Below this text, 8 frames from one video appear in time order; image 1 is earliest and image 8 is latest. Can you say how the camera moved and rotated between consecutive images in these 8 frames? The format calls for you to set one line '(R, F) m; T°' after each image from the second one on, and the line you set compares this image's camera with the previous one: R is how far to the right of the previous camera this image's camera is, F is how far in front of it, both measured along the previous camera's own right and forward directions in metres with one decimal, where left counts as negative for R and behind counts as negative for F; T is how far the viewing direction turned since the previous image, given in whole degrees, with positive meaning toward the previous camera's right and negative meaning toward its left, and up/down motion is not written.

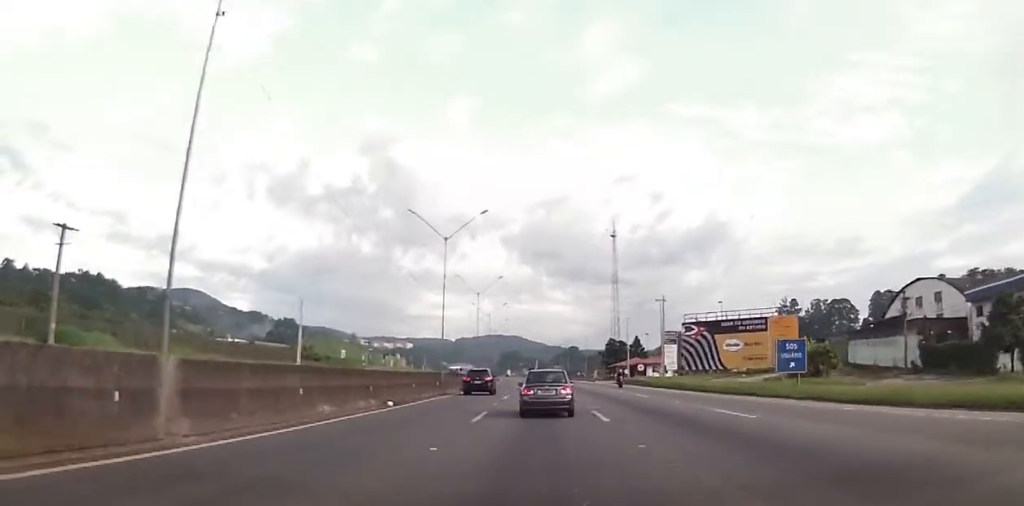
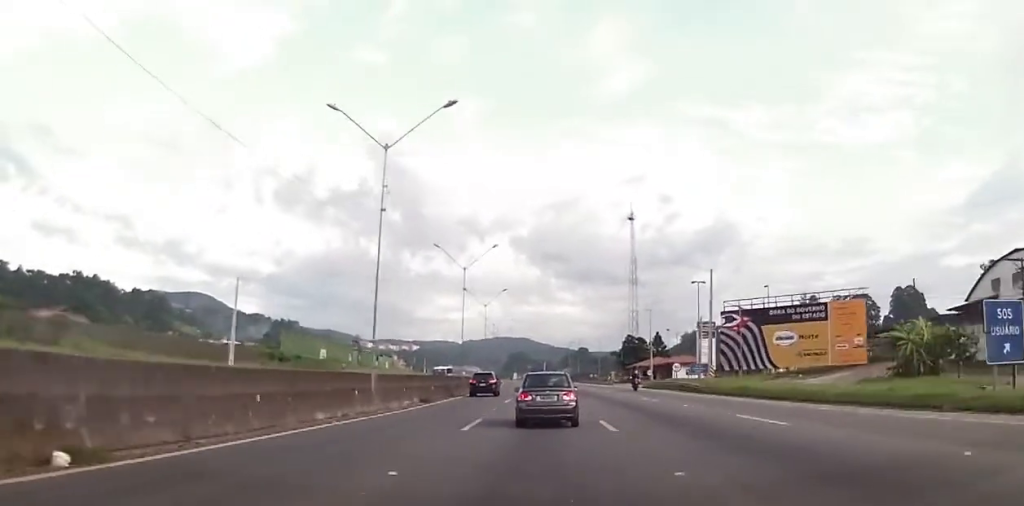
(0.0, +20.5) m; 0°
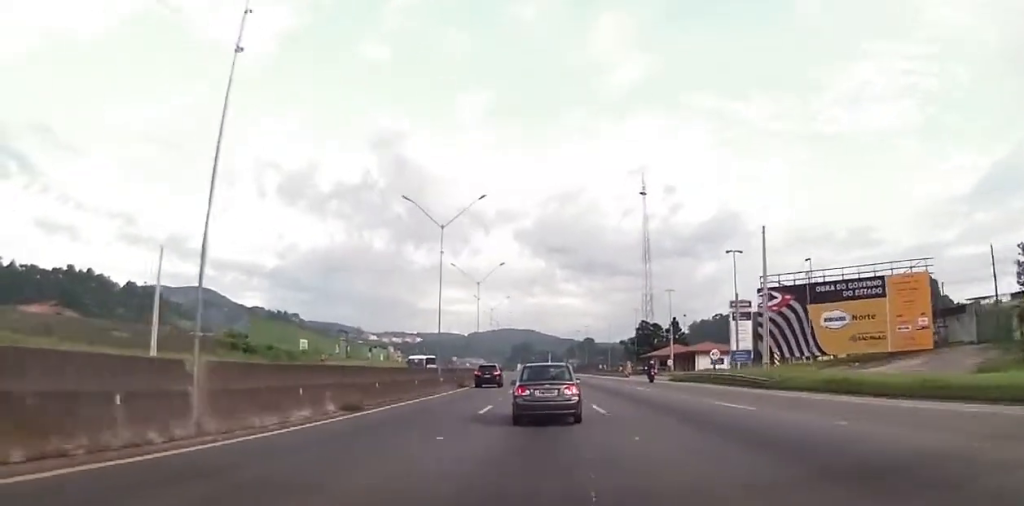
(+0.1, +14.3) m; 0°
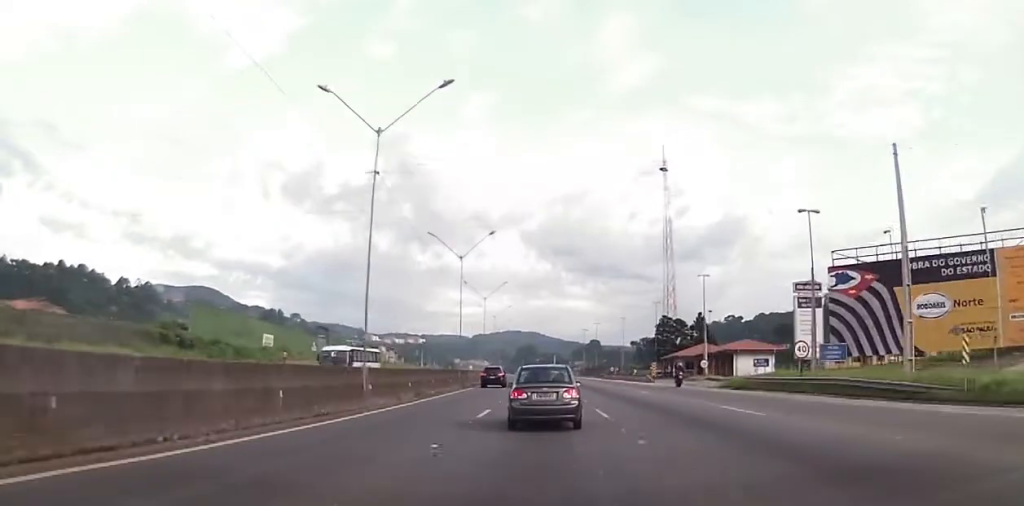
(-0.1, +18.9) m; -1°
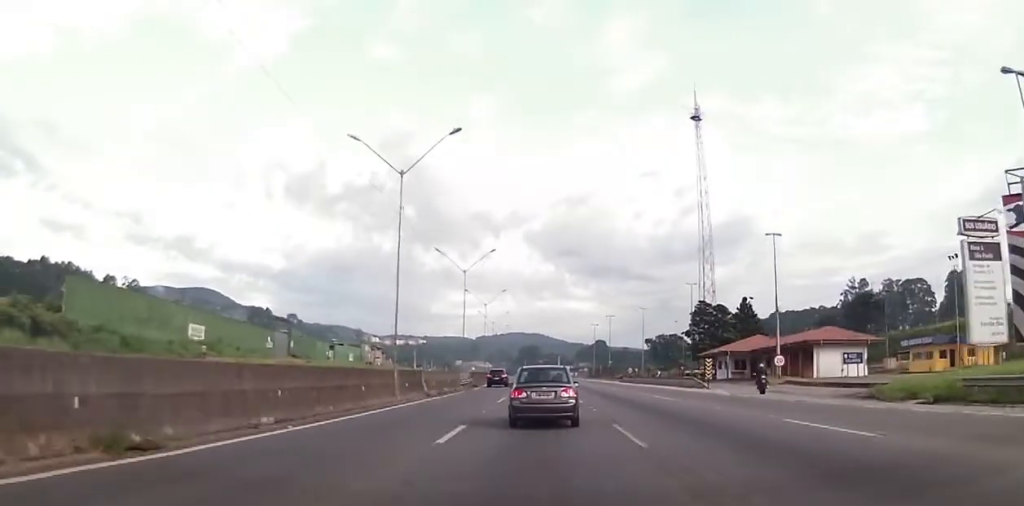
(-0.1, +25.1) m; -1°
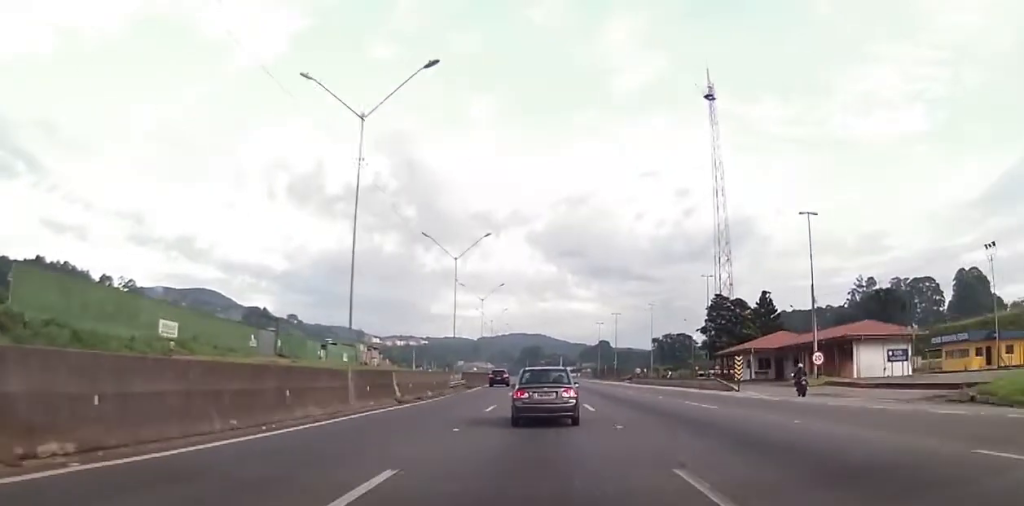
(-0.1, +7.8) m; 0°
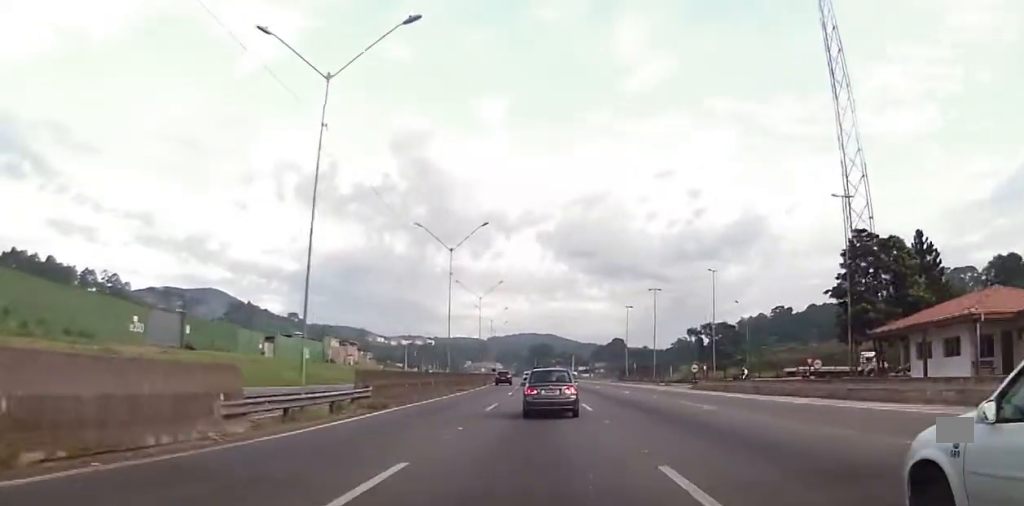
(0.0, +35.9) m; -1°
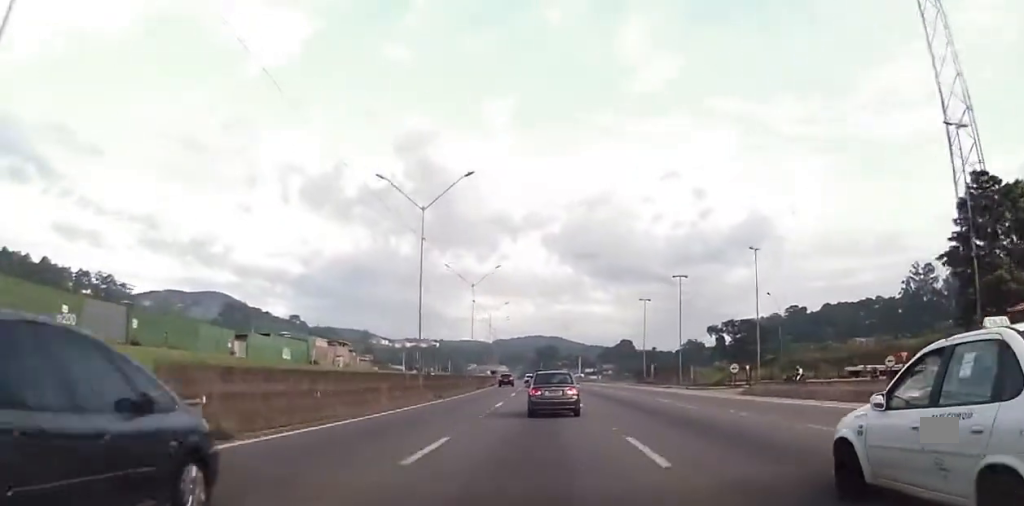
(-0.2, +13.9) m; -1°
